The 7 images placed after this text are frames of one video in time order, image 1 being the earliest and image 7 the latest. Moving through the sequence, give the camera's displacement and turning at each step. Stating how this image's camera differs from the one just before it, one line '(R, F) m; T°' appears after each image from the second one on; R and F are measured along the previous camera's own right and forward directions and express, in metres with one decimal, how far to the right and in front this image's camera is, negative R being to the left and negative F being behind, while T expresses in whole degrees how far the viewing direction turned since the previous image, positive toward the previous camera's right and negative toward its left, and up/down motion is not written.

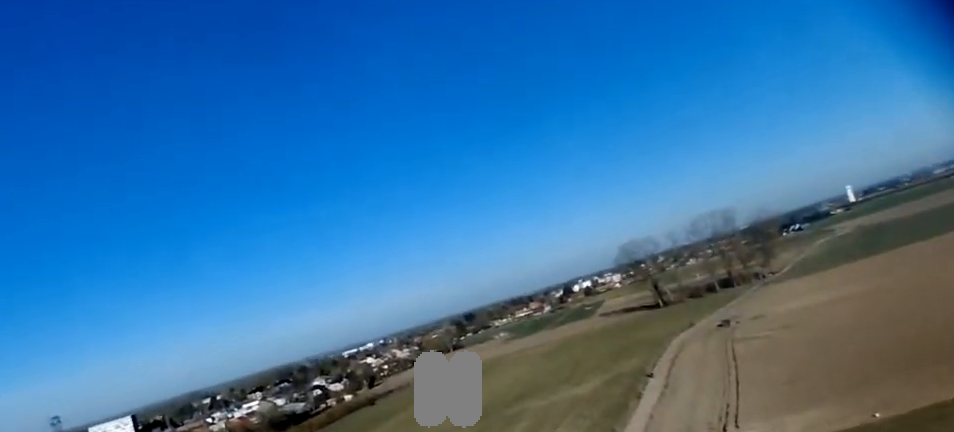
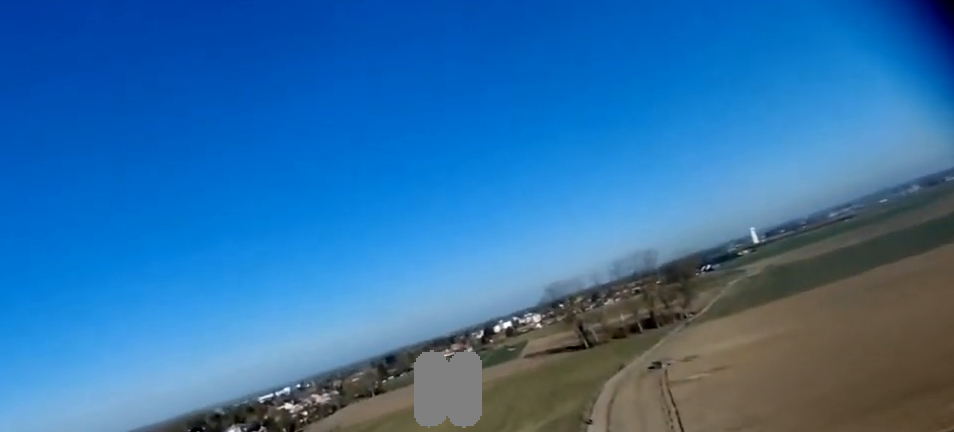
(+0.3, +4.4) m; 0°
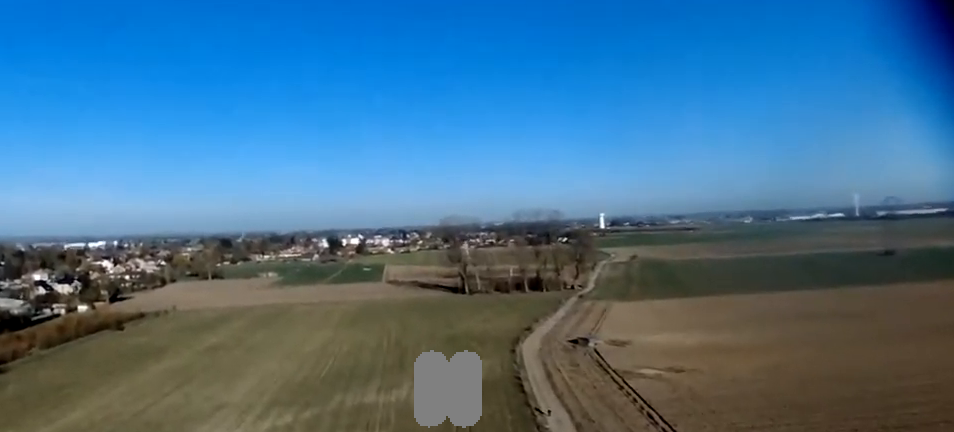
(+2.6, +38.9) m; +7°
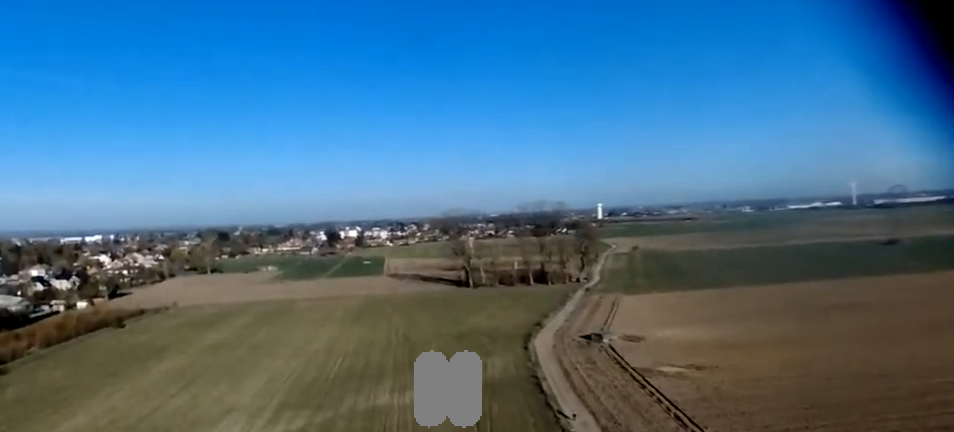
(-0.4, +6.1) m; 0°
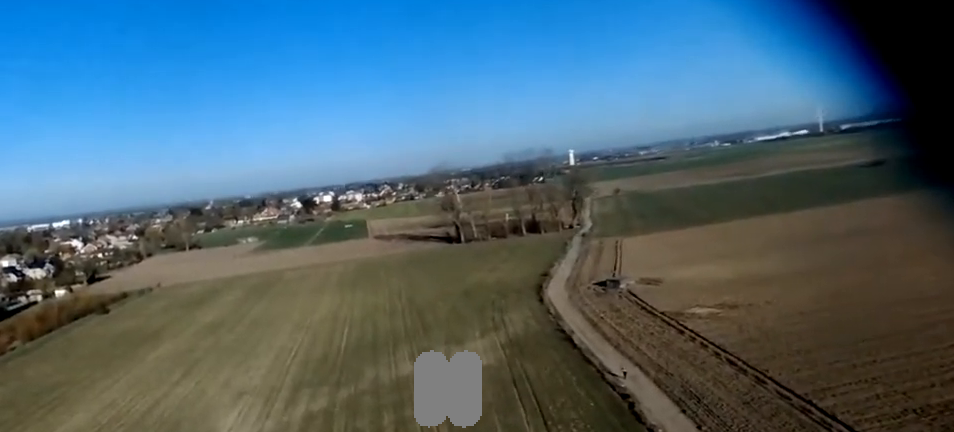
(+0.6, +11.0) m; +8°
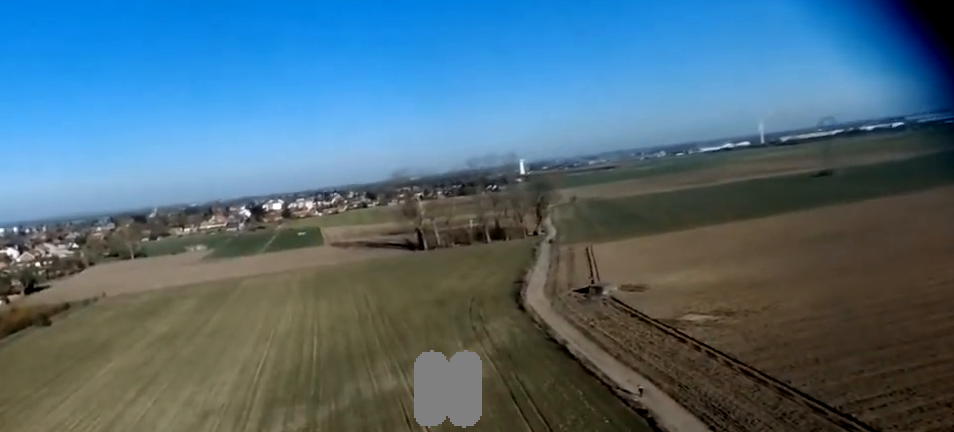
(+0.8, +10.0) m; +6°
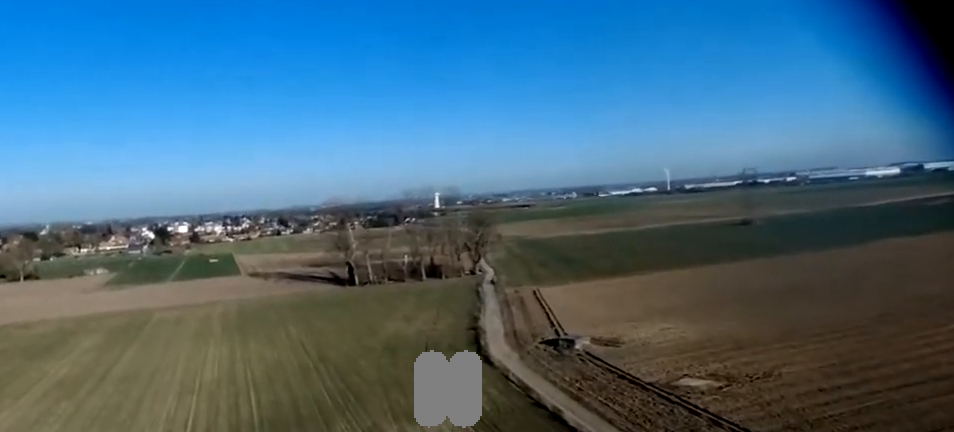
(+1.2, +18.4) m; +4°
